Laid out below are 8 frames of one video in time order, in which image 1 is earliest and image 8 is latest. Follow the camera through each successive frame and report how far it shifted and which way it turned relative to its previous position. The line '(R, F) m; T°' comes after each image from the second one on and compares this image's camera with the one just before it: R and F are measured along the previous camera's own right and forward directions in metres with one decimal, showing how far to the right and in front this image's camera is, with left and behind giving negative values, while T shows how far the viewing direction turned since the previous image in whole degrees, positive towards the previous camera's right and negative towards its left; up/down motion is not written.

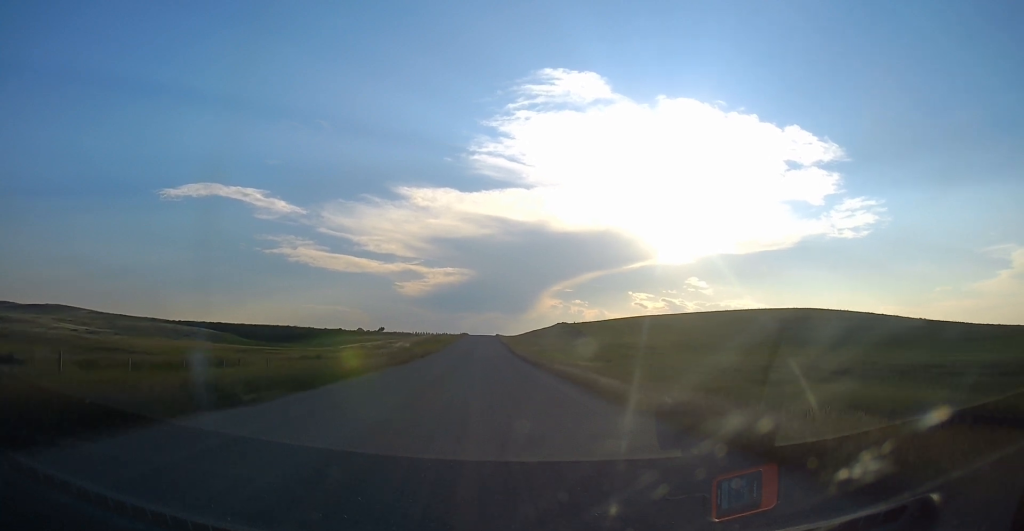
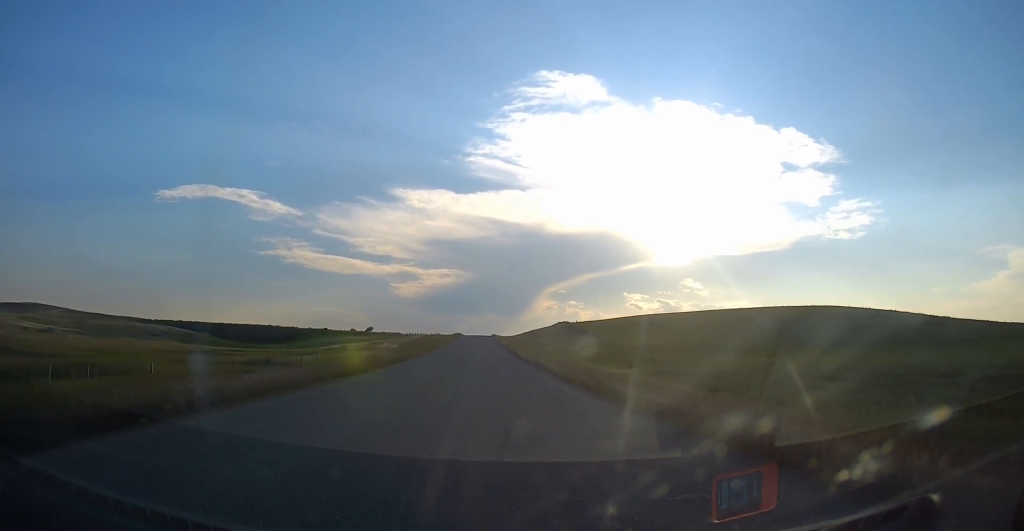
(0.0, +17.4) m; 0°
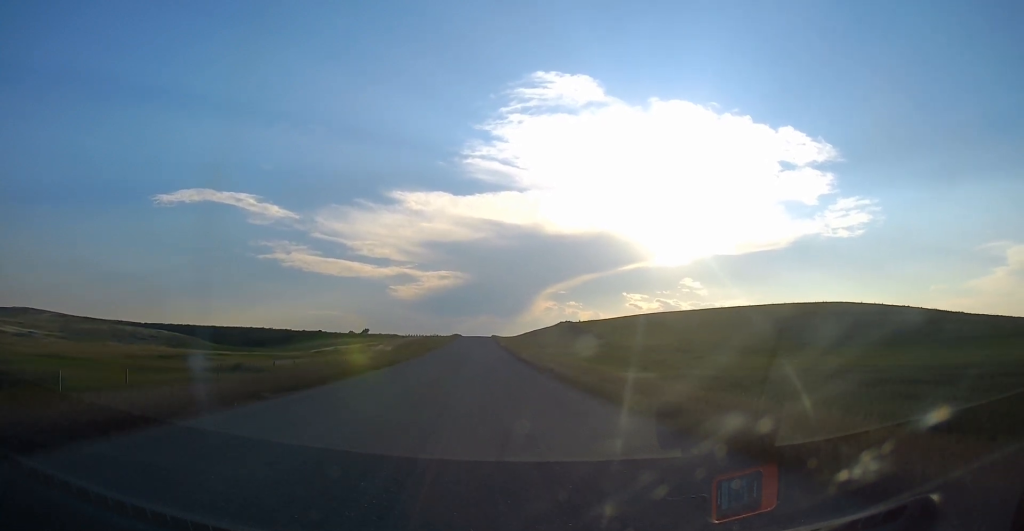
(0.0, +7.9) m; 0°
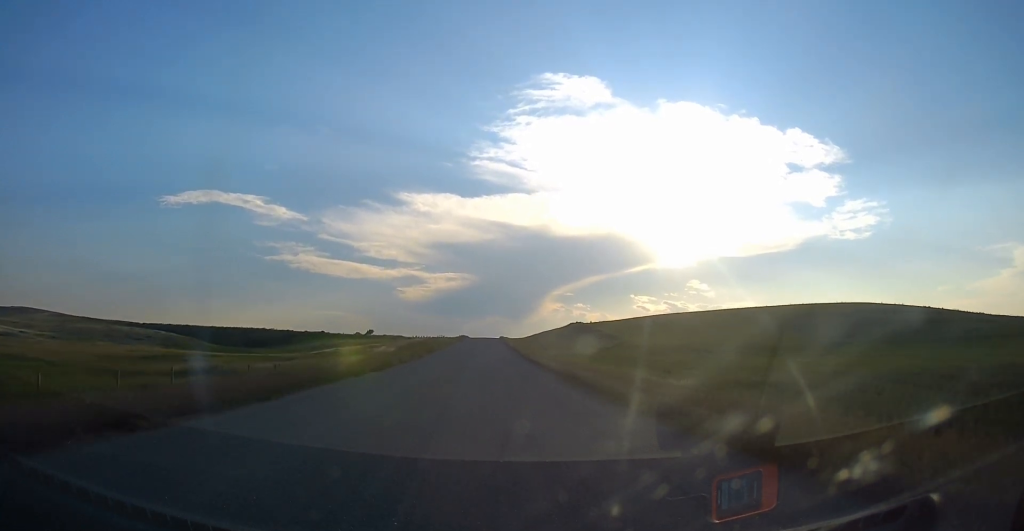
(0.0, +7.3) m; 0°
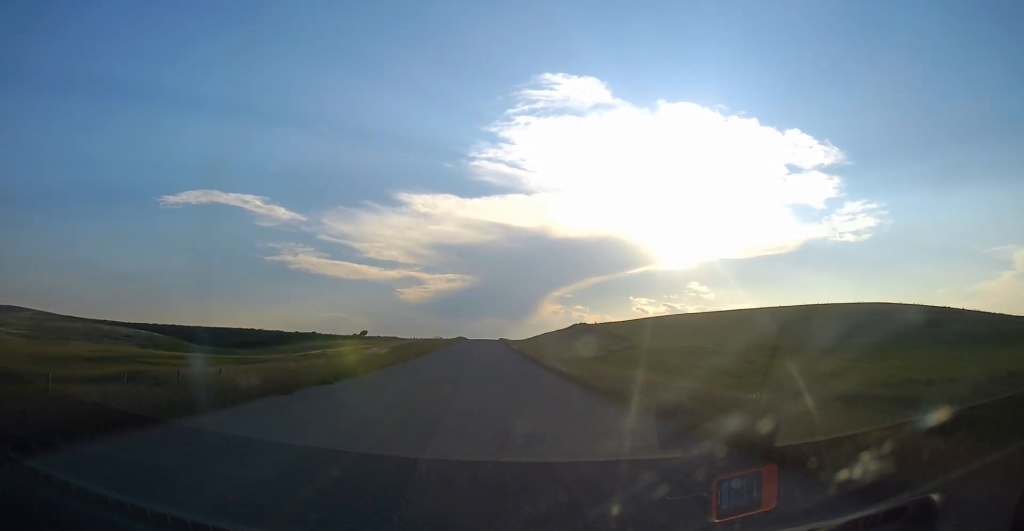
(0.0, +10.7) m; 0°
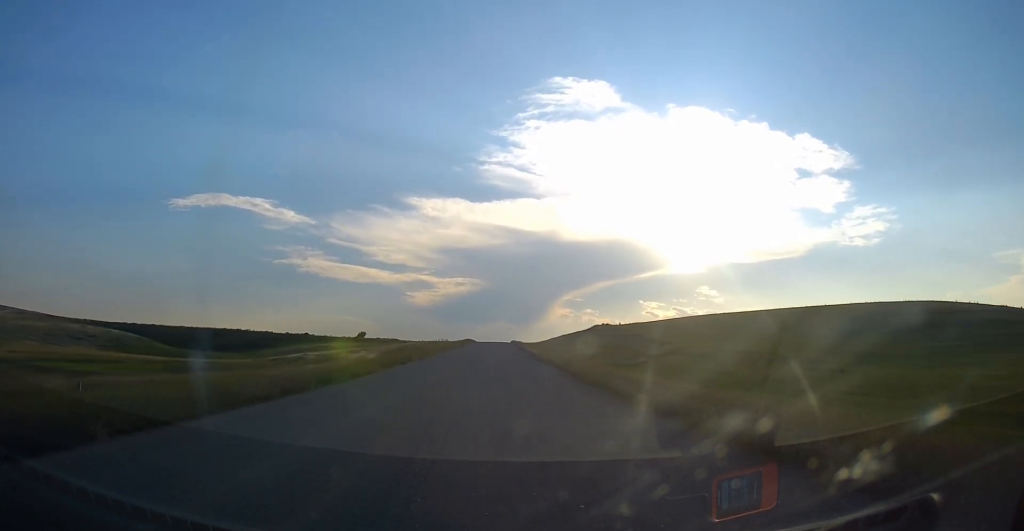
(0.0, +21.9) m; 0°
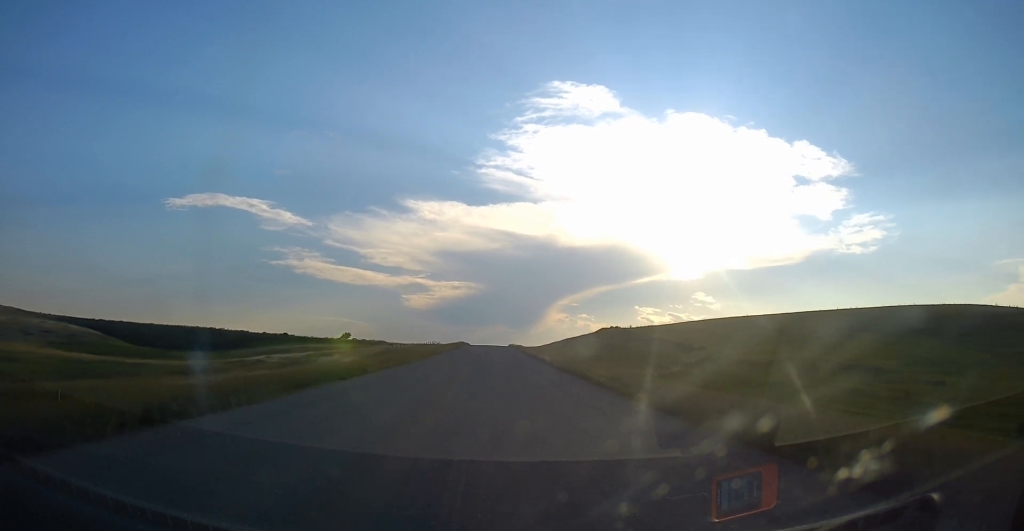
(0.0, +17.7) m; 0°
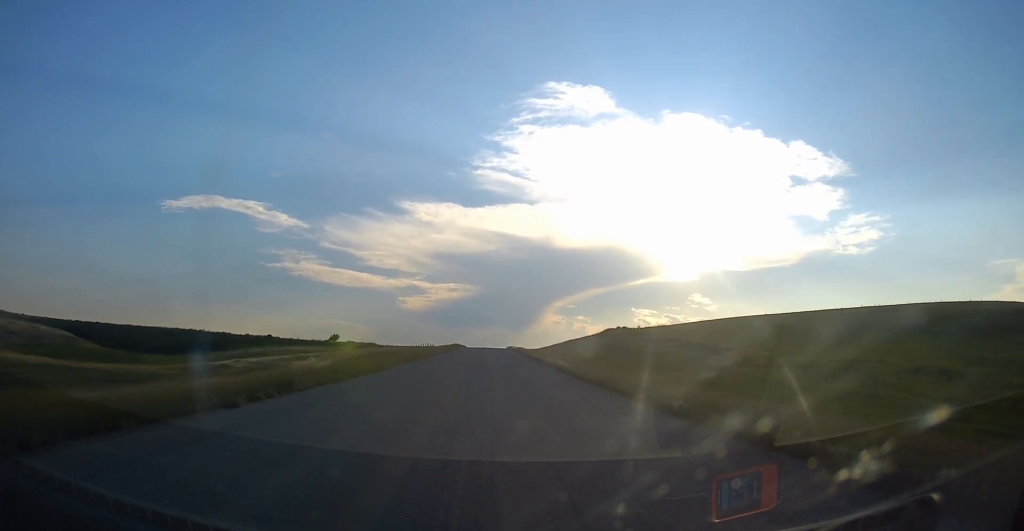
(0.0, +11.5) m; 0°
